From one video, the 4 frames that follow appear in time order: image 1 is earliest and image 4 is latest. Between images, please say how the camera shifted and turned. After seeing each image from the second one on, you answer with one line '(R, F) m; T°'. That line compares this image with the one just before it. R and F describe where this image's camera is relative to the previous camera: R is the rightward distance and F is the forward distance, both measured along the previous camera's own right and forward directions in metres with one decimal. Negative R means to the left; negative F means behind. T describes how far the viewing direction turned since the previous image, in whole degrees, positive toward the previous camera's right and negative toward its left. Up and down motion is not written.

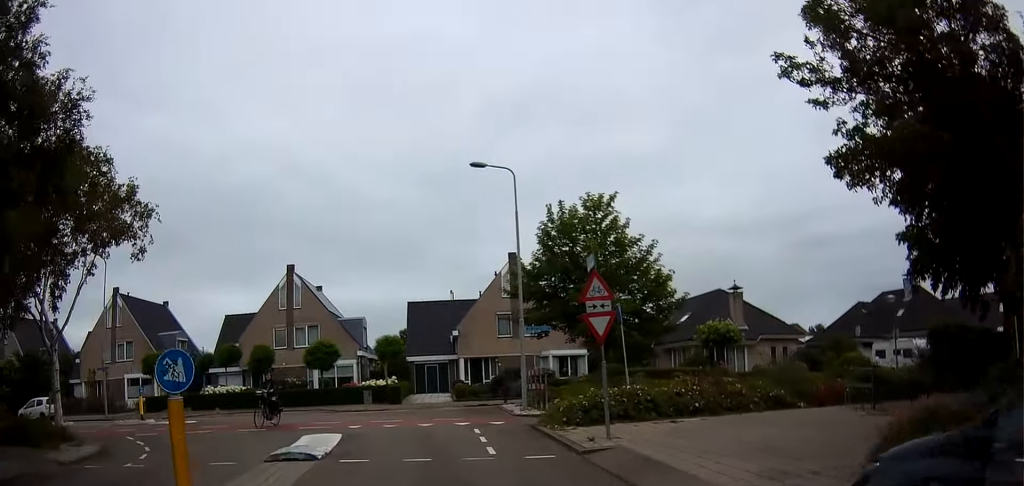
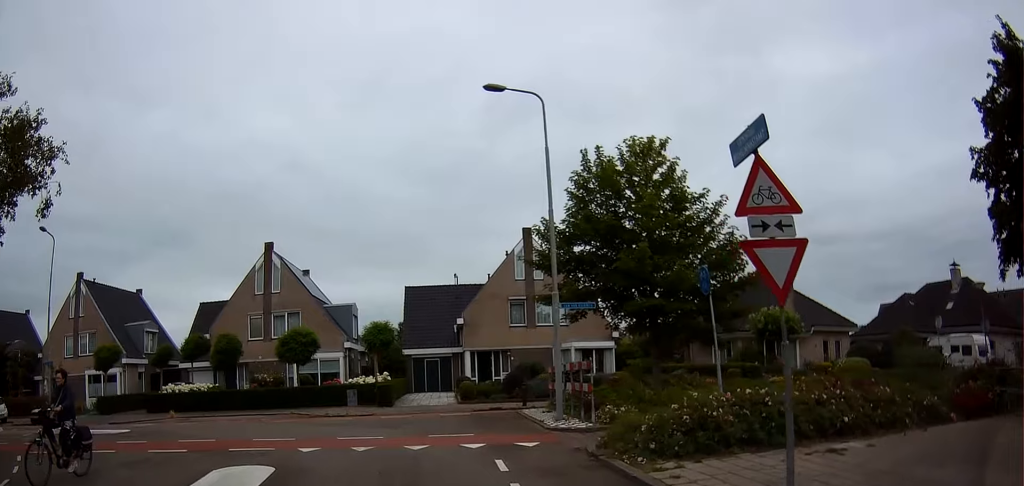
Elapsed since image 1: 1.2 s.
(0.0, +6.5) m; 0°
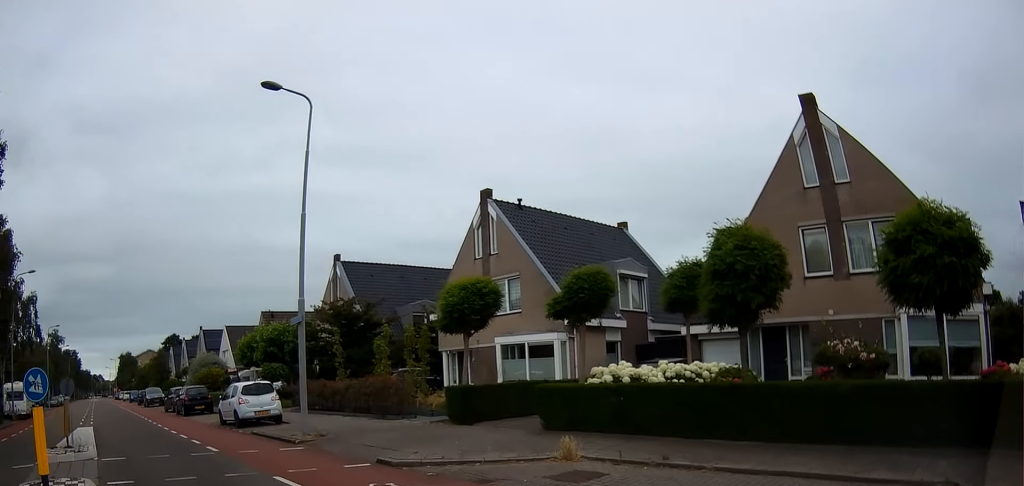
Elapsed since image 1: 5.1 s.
(-4.0, +18.1) m; -49°
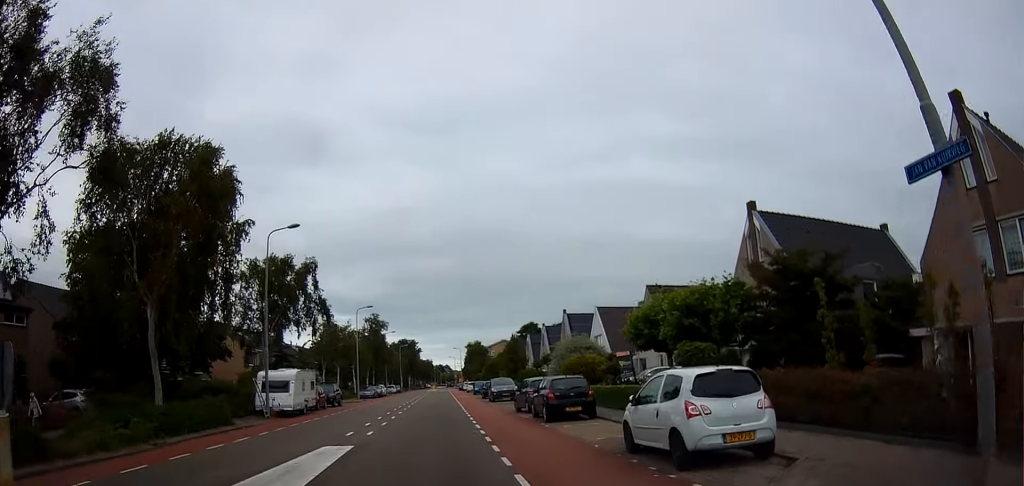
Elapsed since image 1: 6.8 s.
(-3.6, +9.0) m; -35°
